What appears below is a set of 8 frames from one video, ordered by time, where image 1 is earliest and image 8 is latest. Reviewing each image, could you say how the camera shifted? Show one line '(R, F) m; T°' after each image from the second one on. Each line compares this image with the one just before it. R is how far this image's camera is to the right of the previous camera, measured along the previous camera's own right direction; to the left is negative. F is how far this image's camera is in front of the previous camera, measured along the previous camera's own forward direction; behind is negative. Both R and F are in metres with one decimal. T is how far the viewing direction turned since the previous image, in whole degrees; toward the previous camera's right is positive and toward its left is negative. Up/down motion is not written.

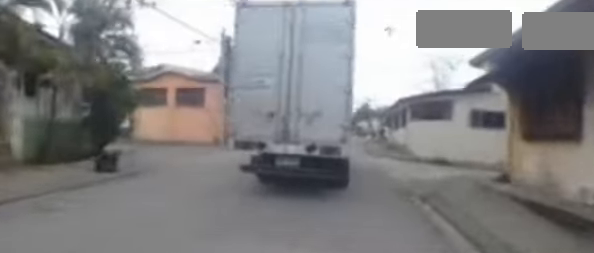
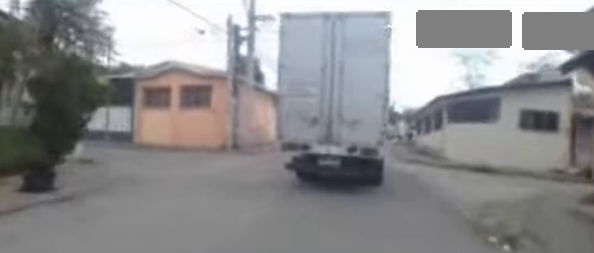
(-0.1, +2.2) m; -3°
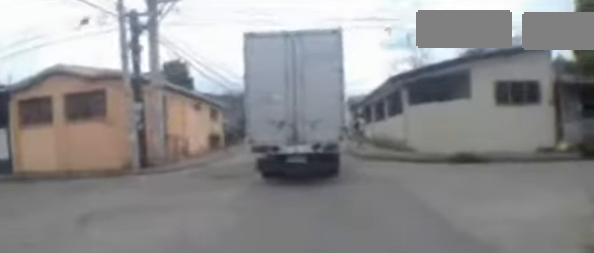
(0.0, +3.3) m; +1°
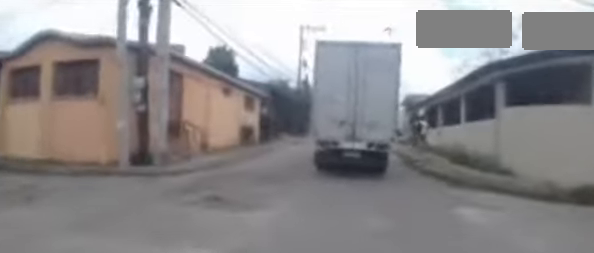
(+0.1, +3.5) m; +1°
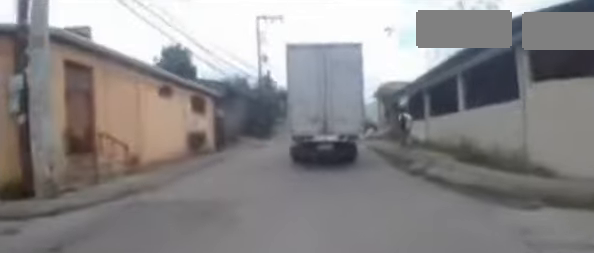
(-0.1, +2.9) m; 0°
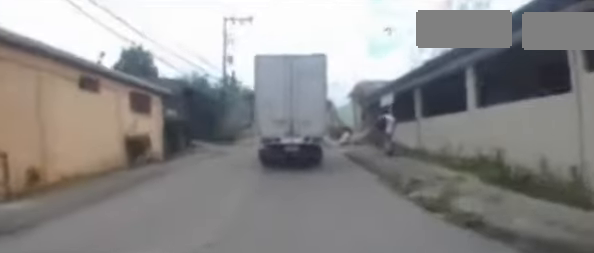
(+0.1, +3.2) m; 0°
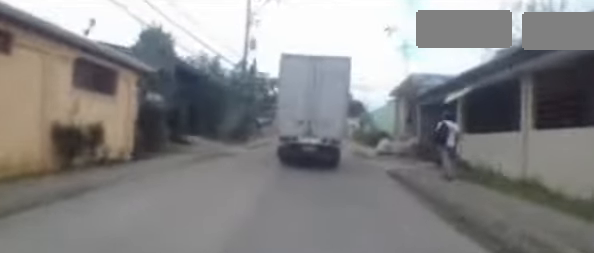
(0.0, +4.7) m; -1°
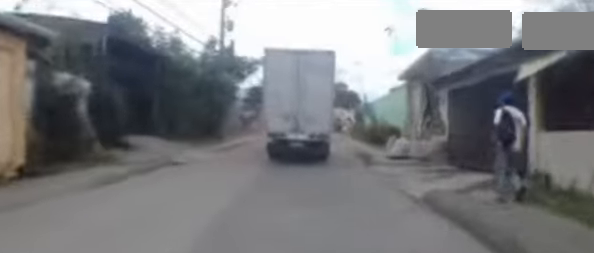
(-0.1, +3.9) m; -1°
